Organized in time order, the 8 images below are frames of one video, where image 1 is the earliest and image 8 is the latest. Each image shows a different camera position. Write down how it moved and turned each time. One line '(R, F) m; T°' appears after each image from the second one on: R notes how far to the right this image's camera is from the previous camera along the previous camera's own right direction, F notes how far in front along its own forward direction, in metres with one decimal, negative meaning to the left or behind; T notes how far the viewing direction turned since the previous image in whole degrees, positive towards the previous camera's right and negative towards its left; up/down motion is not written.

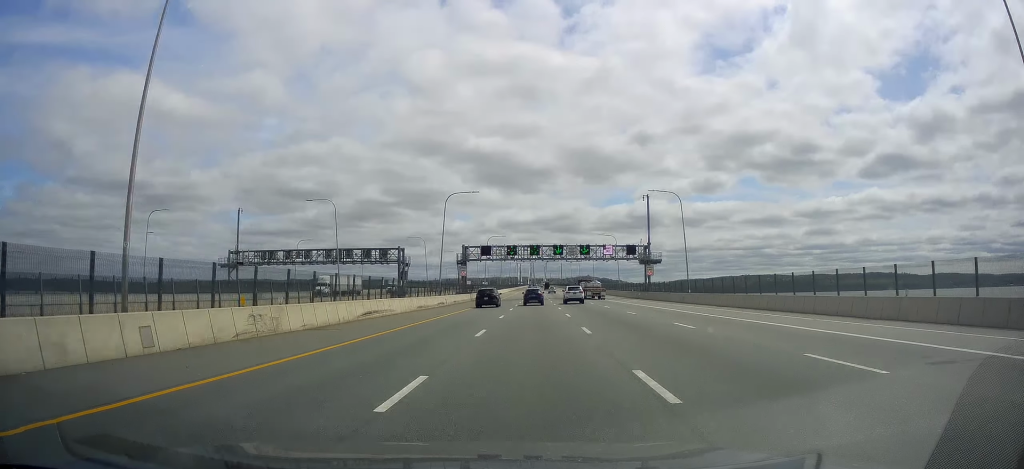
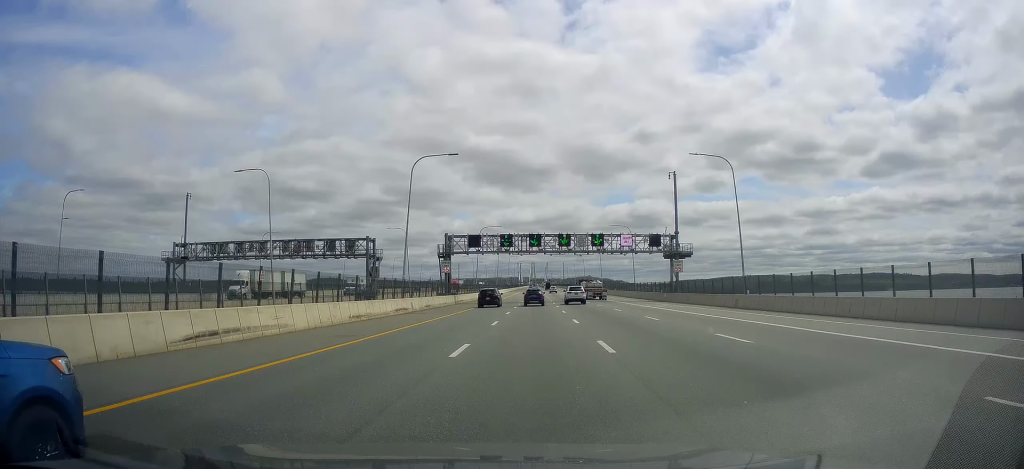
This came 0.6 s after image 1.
(0.0, +18.2) m; 0°
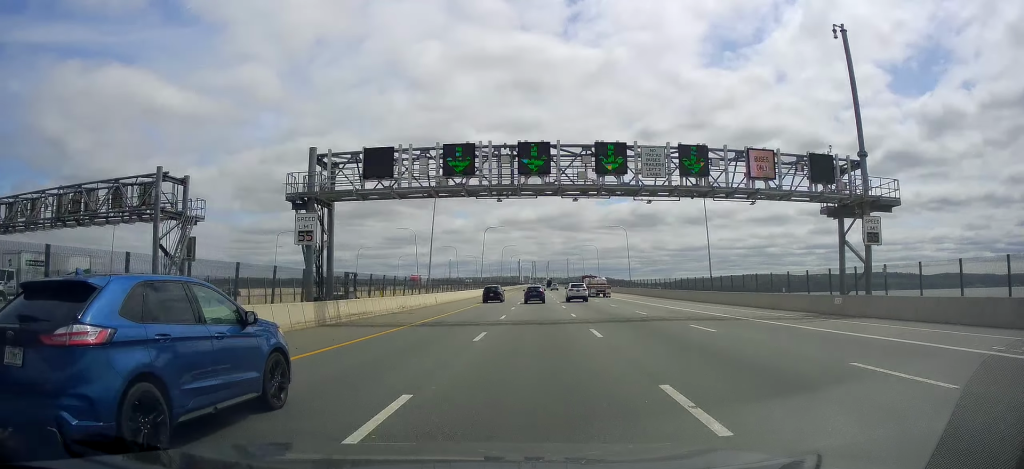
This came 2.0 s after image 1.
(0.0, +45.6) m; 0°
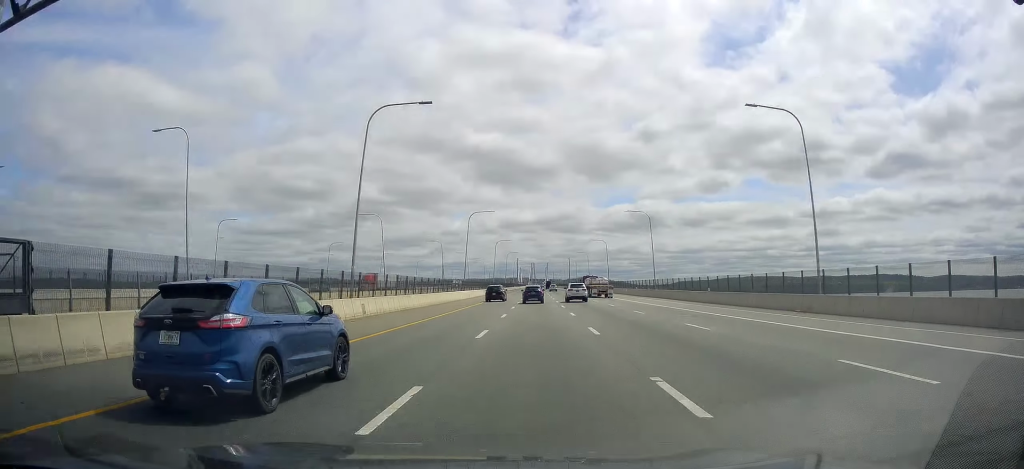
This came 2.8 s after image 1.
(0.0, +24.0) m; 0°
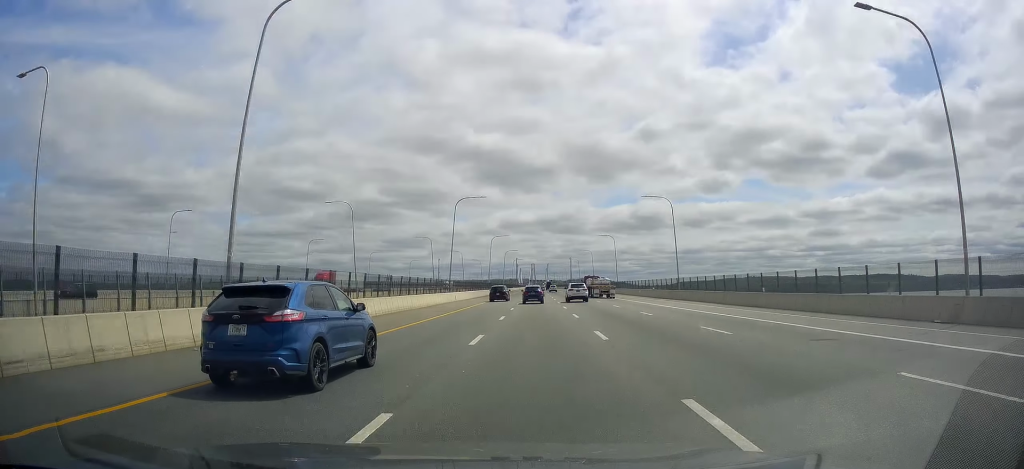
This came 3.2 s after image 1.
(0.0, +14.5) m; 0°
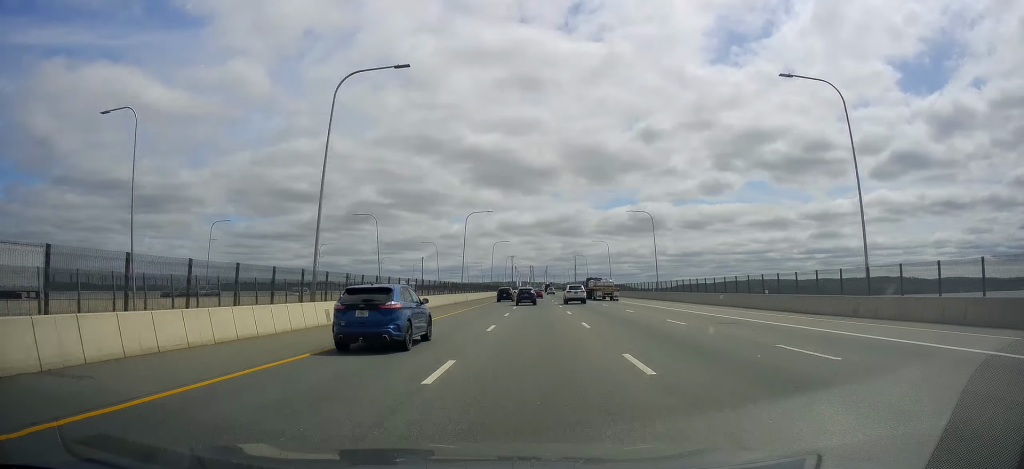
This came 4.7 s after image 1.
(0.0, +43.8) m; 0°
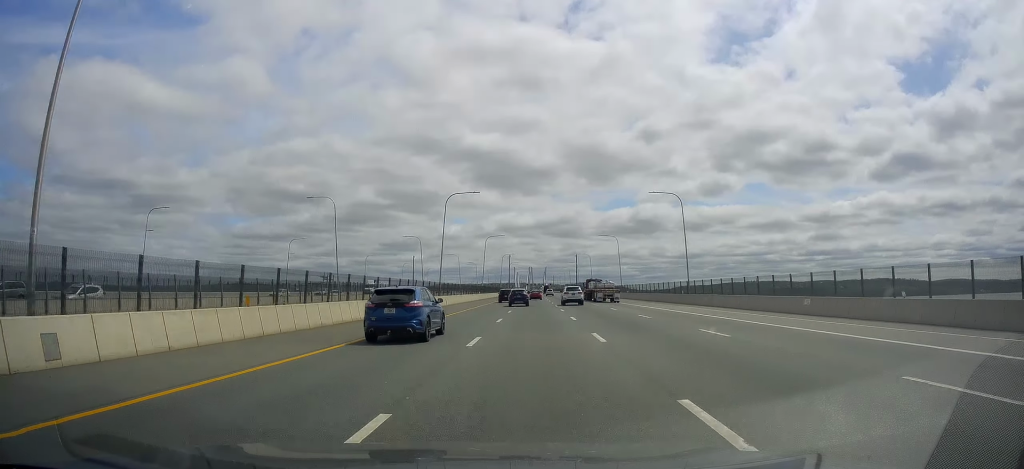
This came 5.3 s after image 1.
(0.0, +18.0) m; 0°
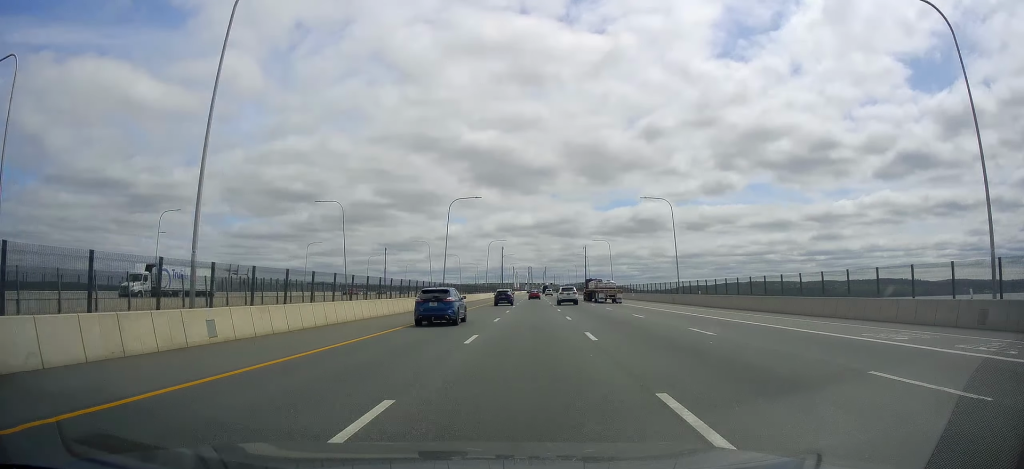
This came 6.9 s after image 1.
(0.0, +48.2) m; 0°
